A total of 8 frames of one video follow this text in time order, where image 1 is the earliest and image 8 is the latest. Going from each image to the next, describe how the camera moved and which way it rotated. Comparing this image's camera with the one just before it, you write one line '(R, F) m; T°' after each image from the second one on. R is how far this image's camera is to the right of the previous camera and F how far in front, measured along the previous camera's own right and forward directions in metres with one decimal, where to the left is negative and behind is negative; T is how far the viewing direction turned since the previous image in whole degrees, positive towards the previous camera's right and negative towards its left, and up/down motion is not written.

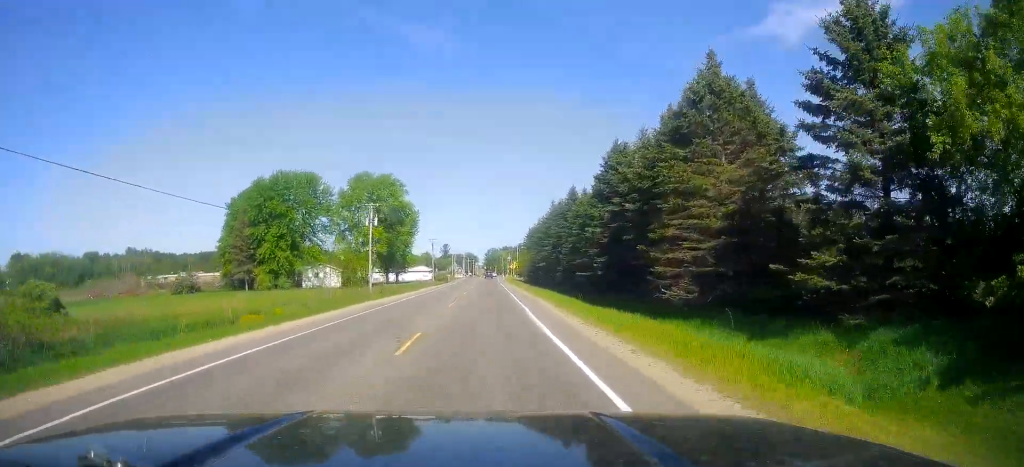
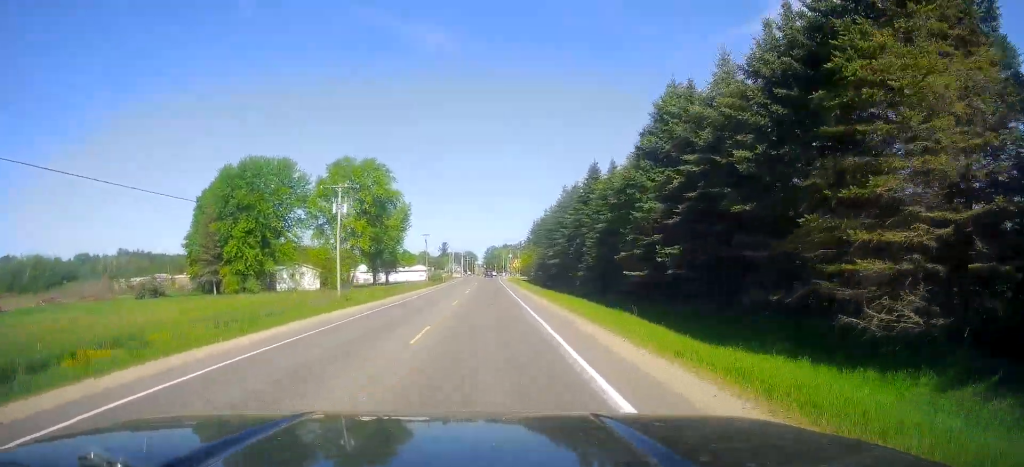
(0.0, +13.5) m; +1°
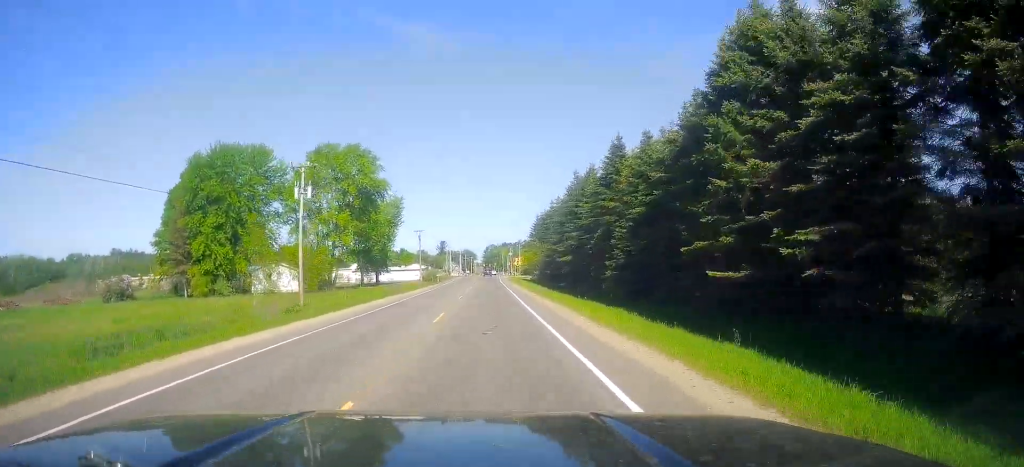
(-0.1, +10.1) m; +1°
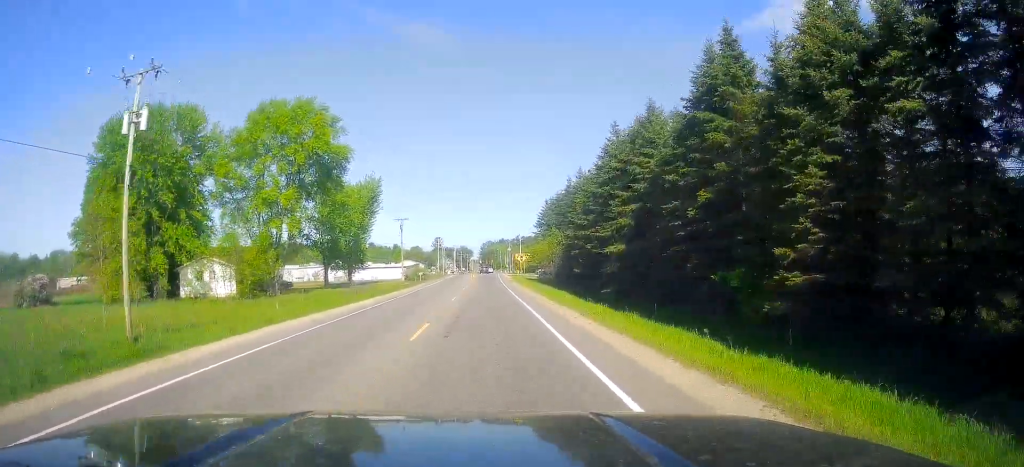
(+0.5, +20.2) m; 0°
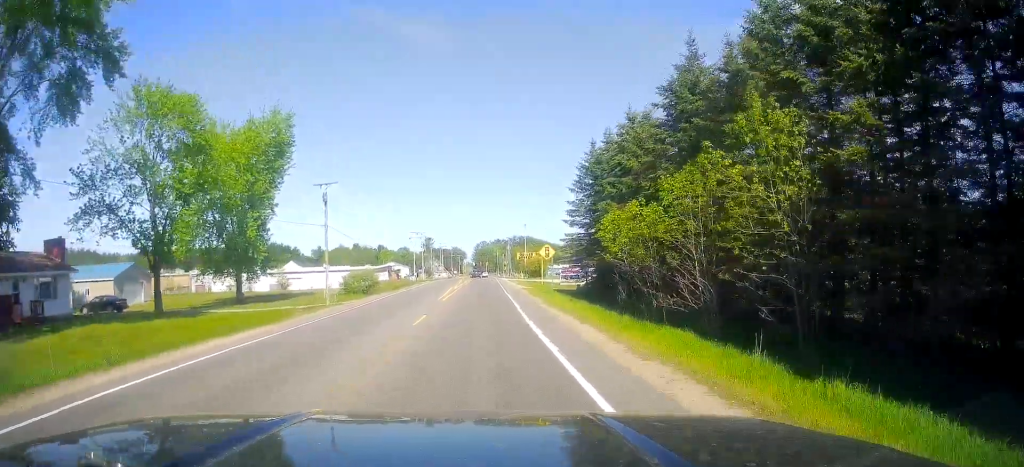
(-0.1, +41.1) m; 0°
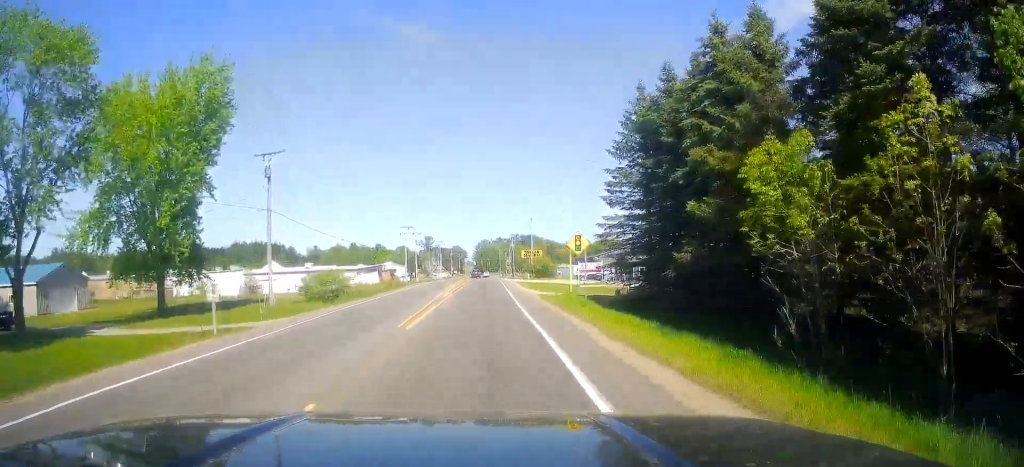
(+0.1, +14.0) m; 0°
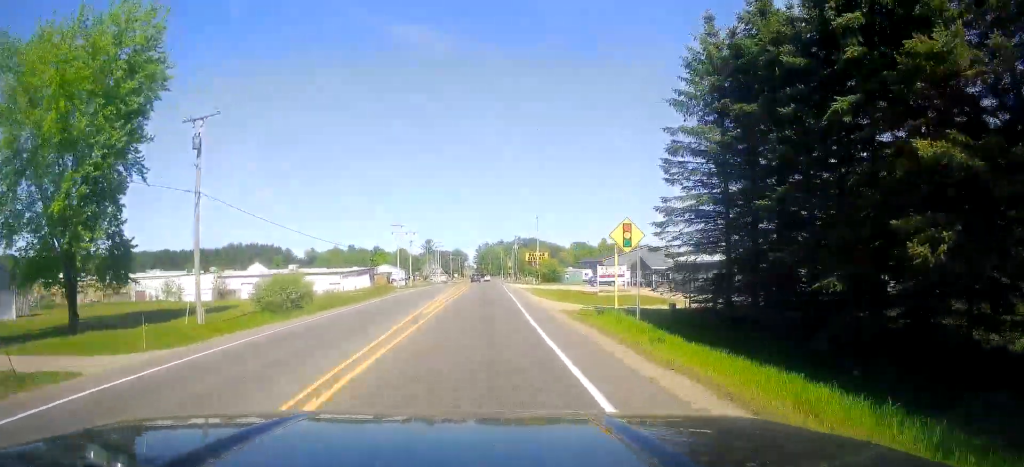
(-0.2, +9.9) m; -1°
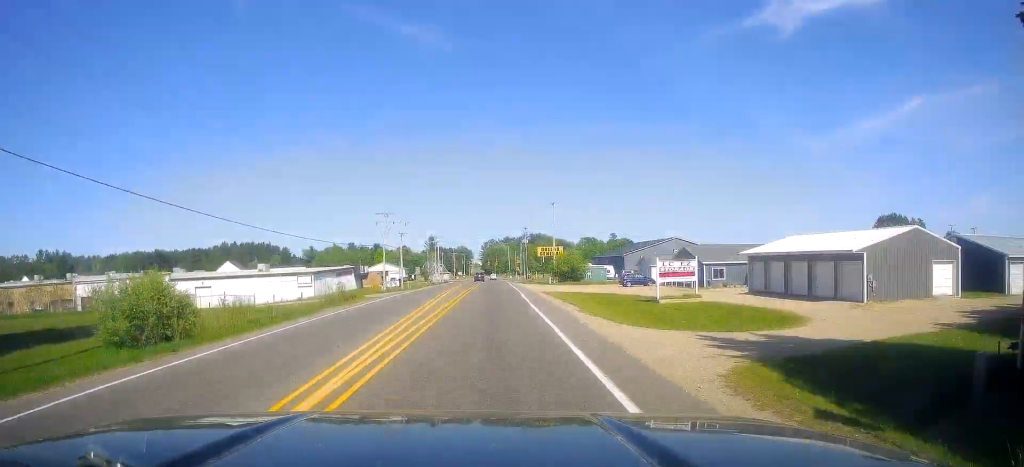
(-0.1, +16.5) m; 0°
